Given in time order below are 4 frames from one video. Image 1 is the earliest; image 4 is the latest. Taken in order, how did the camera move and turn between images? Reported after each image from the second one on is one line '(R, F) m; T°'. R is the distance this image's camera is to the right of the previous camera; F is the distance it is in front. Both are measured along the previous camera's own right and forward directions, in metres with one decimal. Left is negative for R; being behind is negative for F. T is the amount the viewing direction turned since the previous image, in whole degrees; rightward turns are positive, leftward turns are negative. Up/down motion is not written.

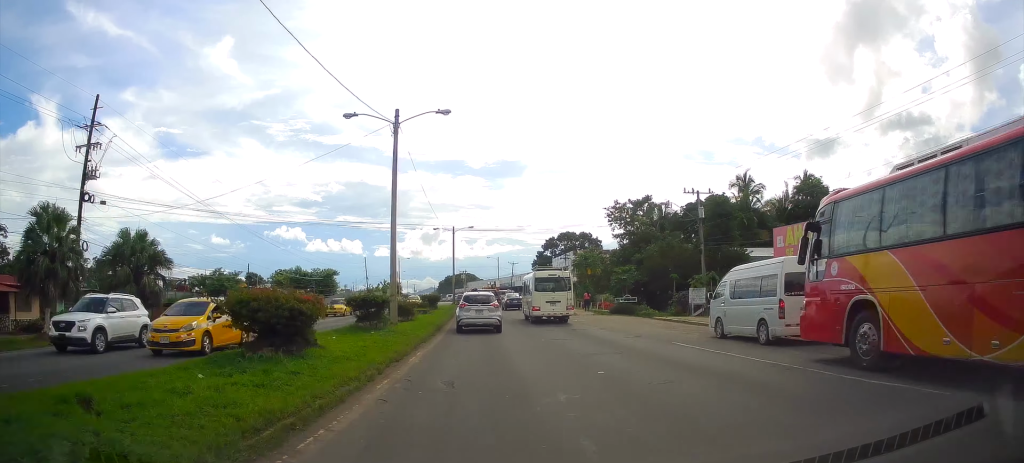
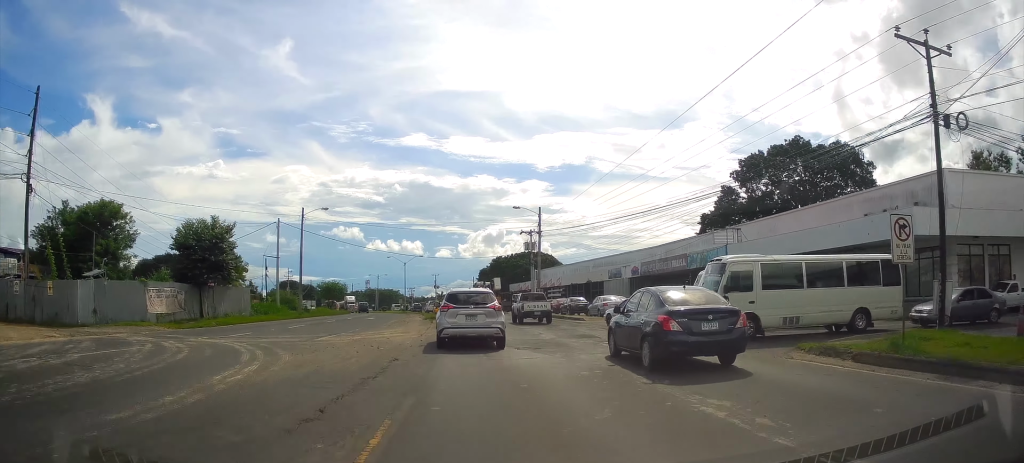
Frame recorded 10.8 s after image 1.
(-2.9, +123.8) m; -6°
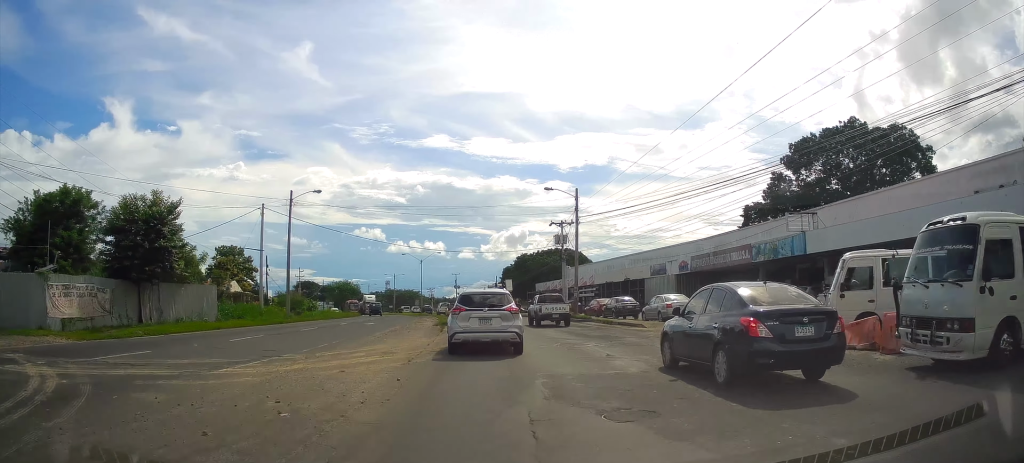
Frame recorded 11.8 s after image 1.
(-0.2, +9.4) m; -1°
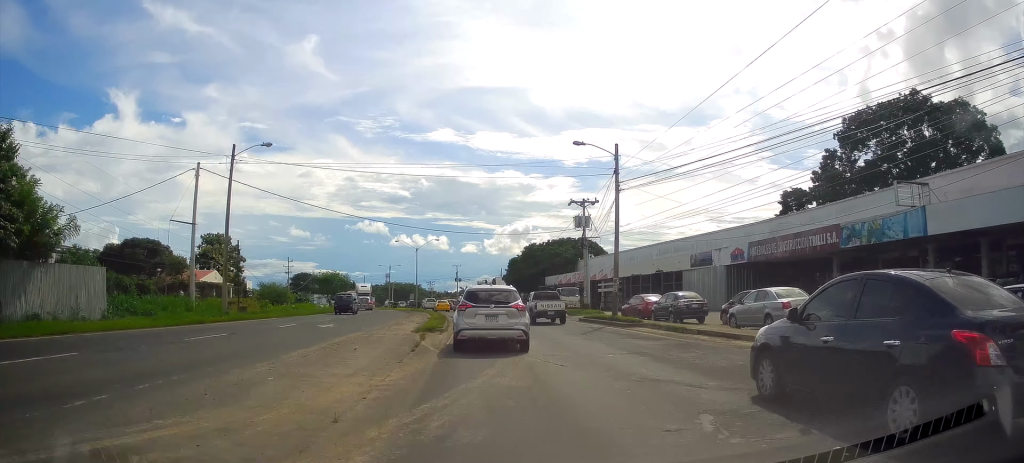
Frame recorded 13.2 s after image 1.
(-0.1, +12.3) m; -1°
